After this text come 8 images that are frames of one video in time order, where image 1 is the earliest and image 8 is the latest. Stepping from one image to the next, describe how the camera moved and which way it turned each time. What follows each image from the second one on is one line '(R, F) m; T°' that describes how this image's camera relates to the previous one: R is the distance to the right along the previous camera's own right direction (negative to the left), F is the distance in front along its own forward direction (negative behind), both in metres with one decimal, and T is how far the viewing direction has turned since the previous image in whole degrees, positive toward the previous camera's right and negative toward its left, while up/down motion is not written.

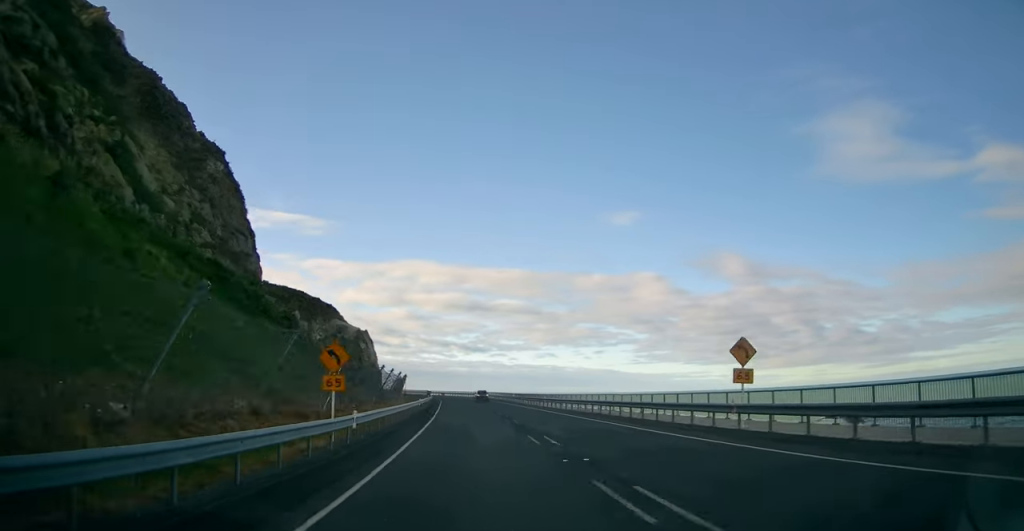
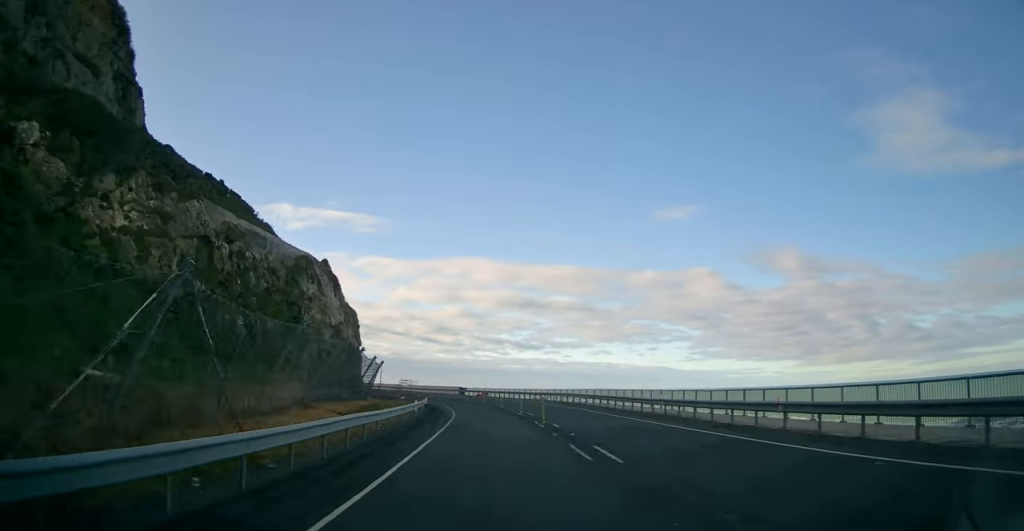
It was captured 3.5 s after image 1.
(-5.7, +70.1) m; -8°
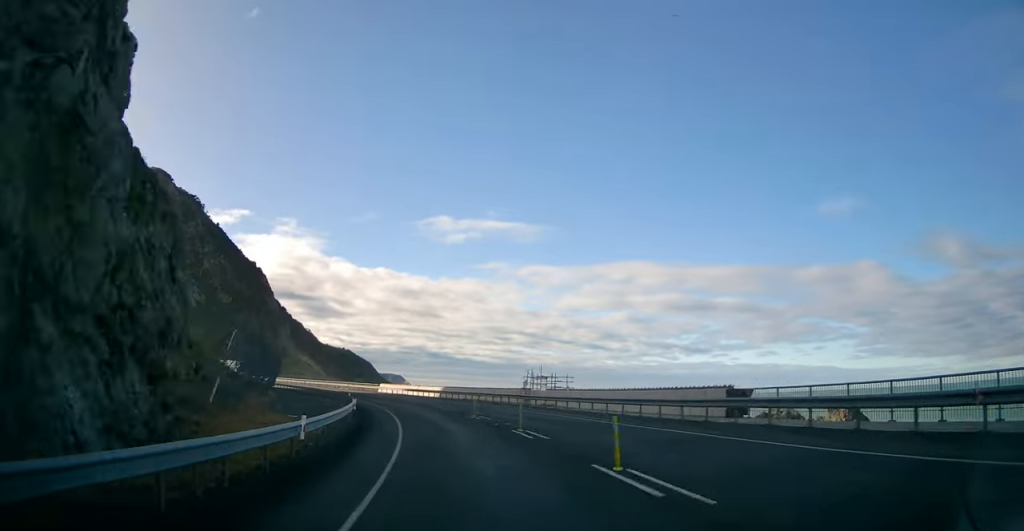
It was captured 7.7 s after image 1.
(-10.2, +78.0) m; -19°
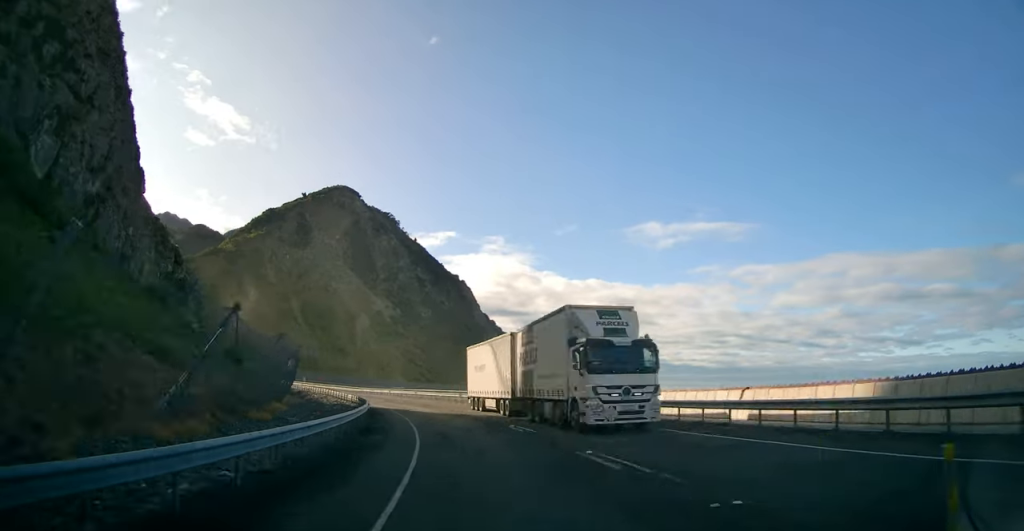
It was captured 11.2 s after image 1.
(-10.8, +59.6) m; -23°
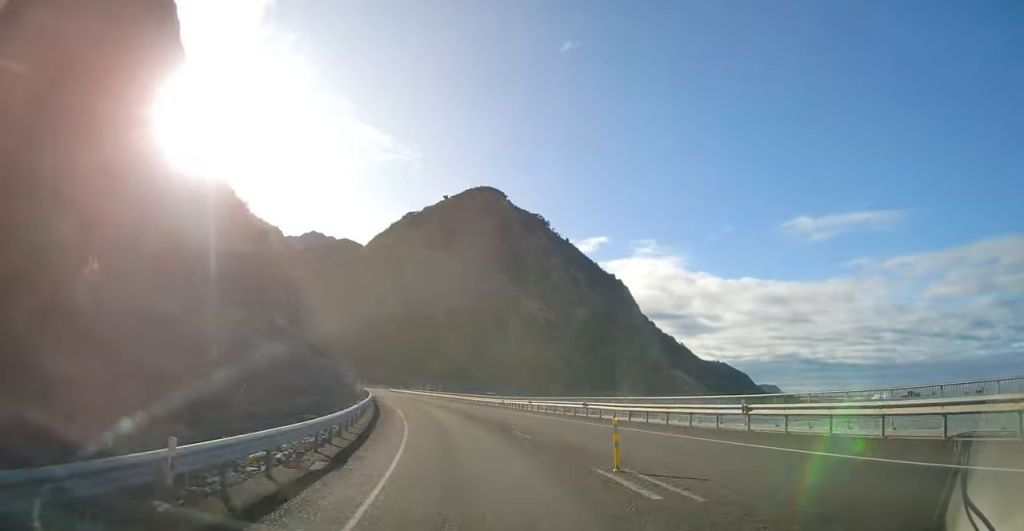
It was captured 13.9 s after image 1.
(-7.6, +44.4) m; -15°
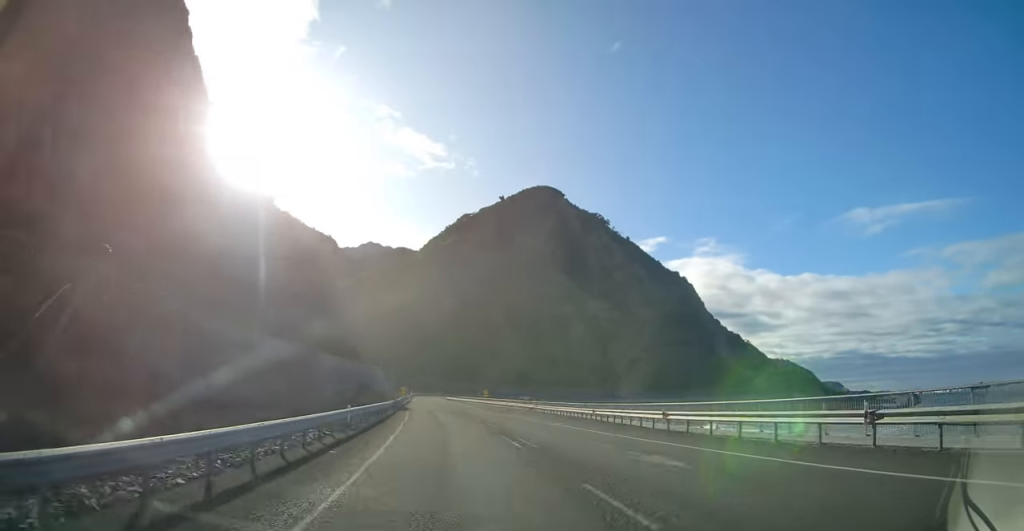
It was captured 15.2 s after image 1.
(-0.9, +22.0) m; -6°
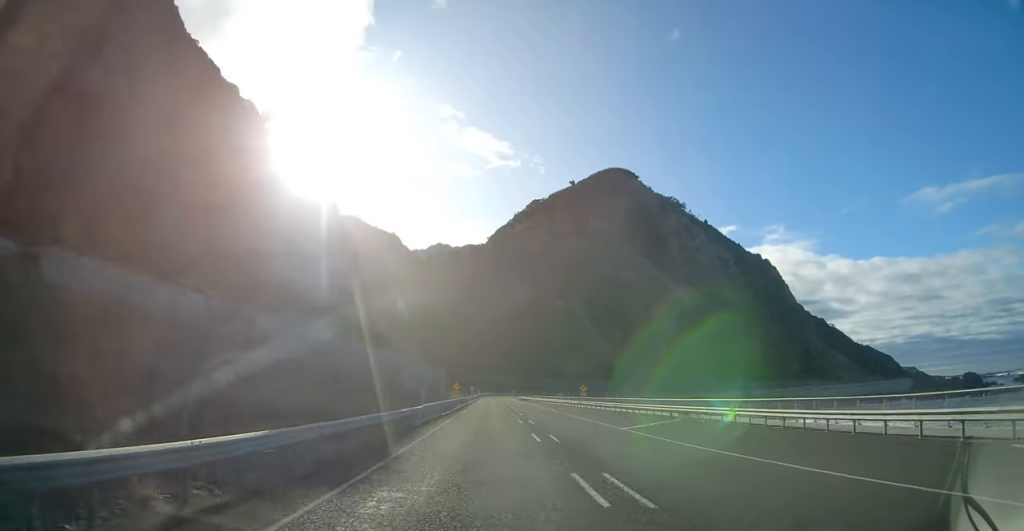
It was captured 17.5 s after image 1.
(-2.9, +39.8) m; -3°
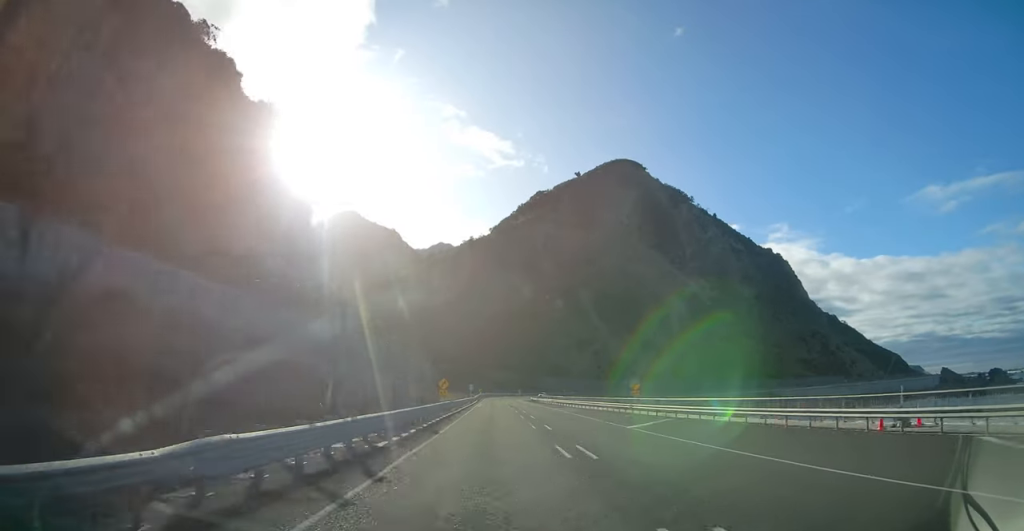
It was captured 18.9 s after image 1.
(-0.3, +25.1) m; -1°
